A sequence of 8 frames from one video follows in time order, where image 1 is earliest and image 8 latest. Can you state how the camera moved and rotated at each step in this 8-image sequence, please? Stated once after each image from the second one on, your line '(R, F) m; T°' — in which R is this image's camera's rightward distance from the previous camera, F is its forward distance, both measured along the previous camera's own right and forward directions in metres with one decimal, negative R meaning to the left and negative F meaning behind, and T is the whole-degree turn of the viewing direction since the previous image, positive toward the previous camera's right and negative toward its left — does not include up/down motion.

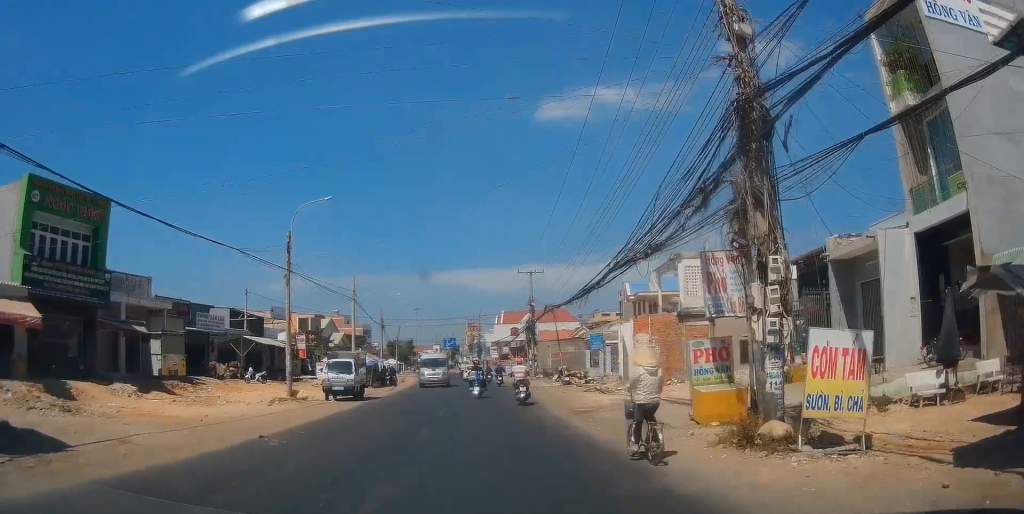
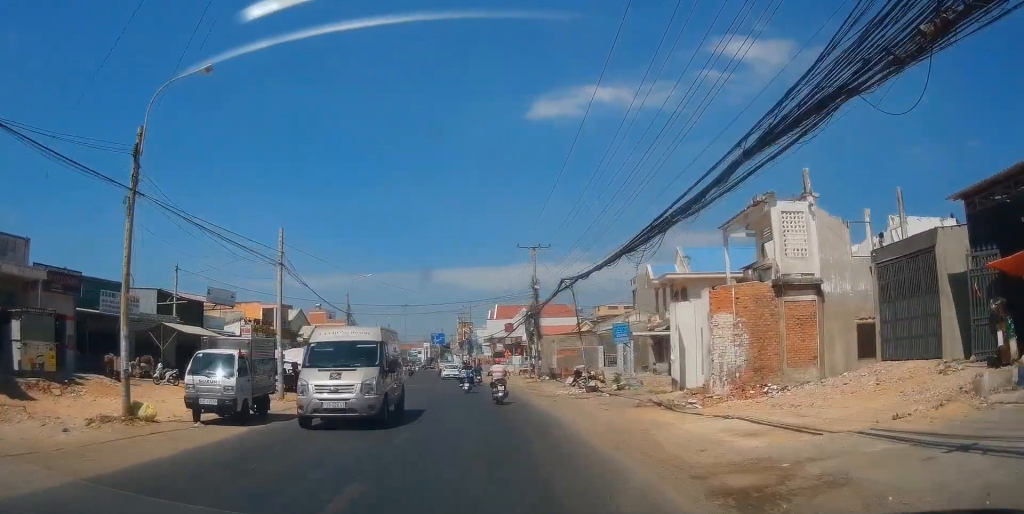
(+0.1, +12.5) m; -2°
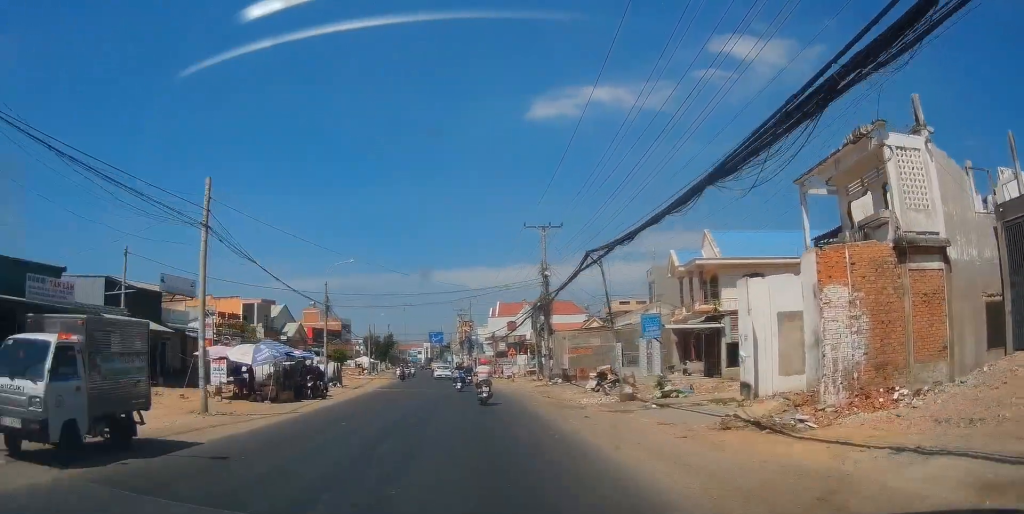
(-0.2, +7.5) m; -1°
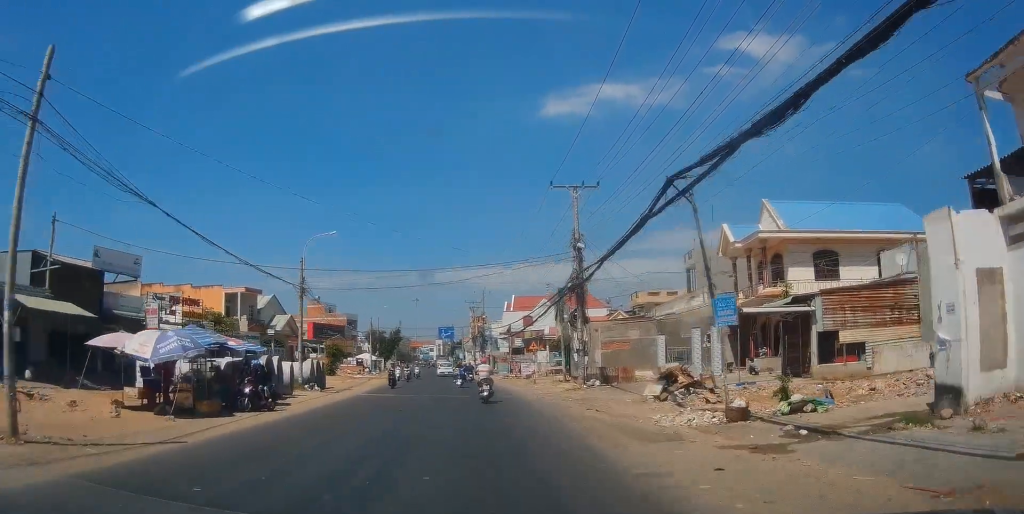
(0.0, +9.4) m; 0°
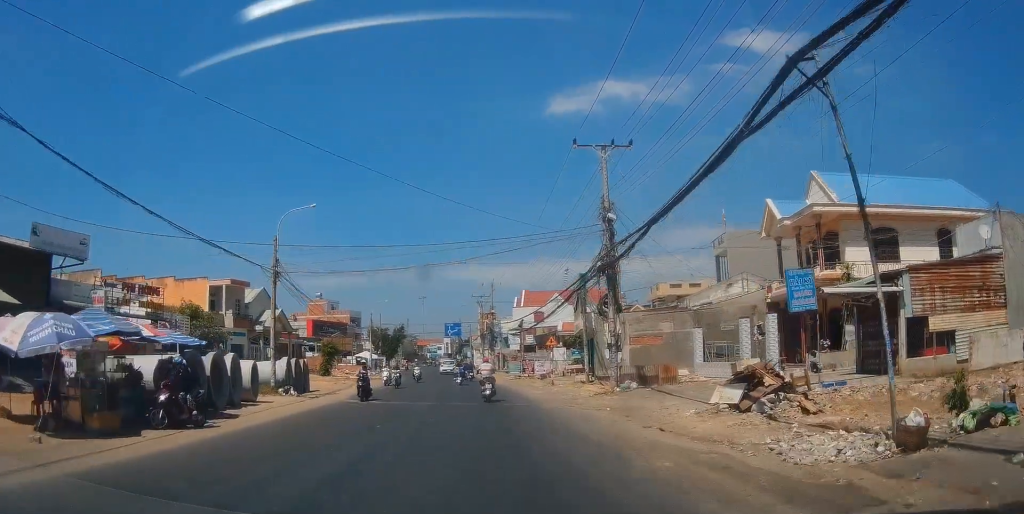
(0.0, +6.2) m; 0°
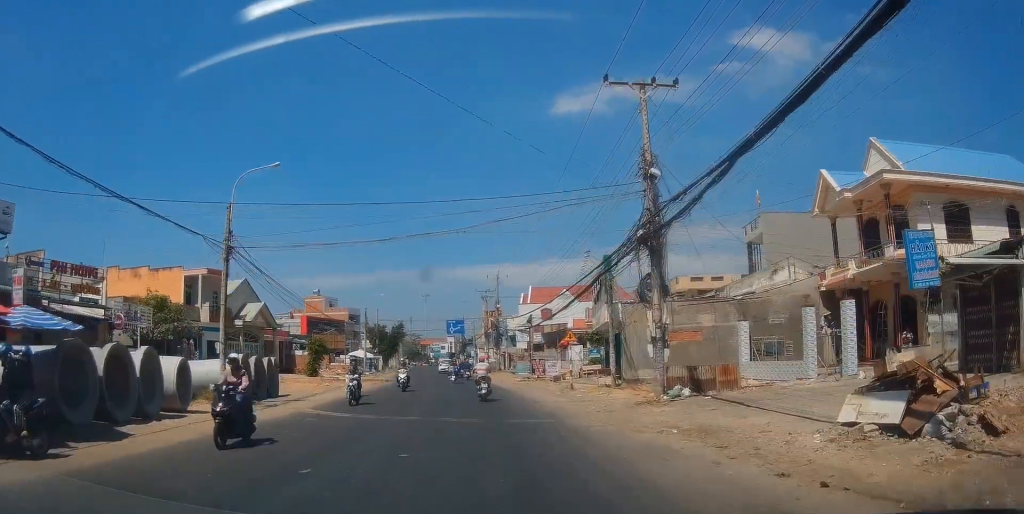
(0.0, +6.4) m; 0°
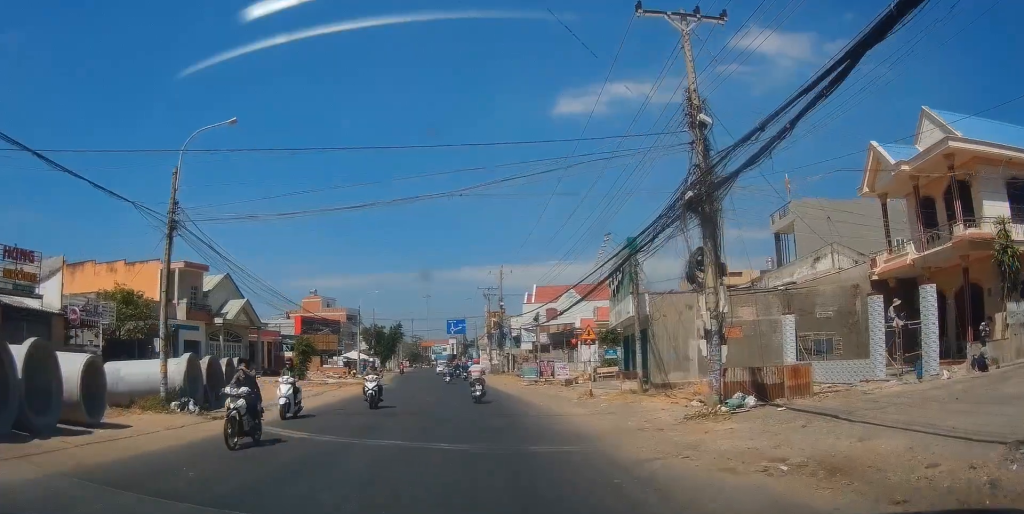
(0.0, +4.9) m; 0°
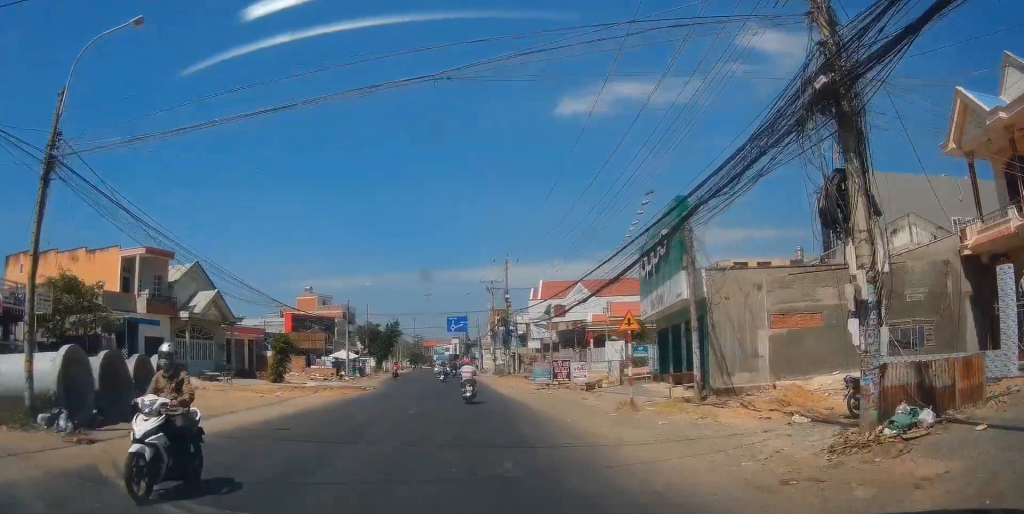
(0.0, +6.7) m; 0°
